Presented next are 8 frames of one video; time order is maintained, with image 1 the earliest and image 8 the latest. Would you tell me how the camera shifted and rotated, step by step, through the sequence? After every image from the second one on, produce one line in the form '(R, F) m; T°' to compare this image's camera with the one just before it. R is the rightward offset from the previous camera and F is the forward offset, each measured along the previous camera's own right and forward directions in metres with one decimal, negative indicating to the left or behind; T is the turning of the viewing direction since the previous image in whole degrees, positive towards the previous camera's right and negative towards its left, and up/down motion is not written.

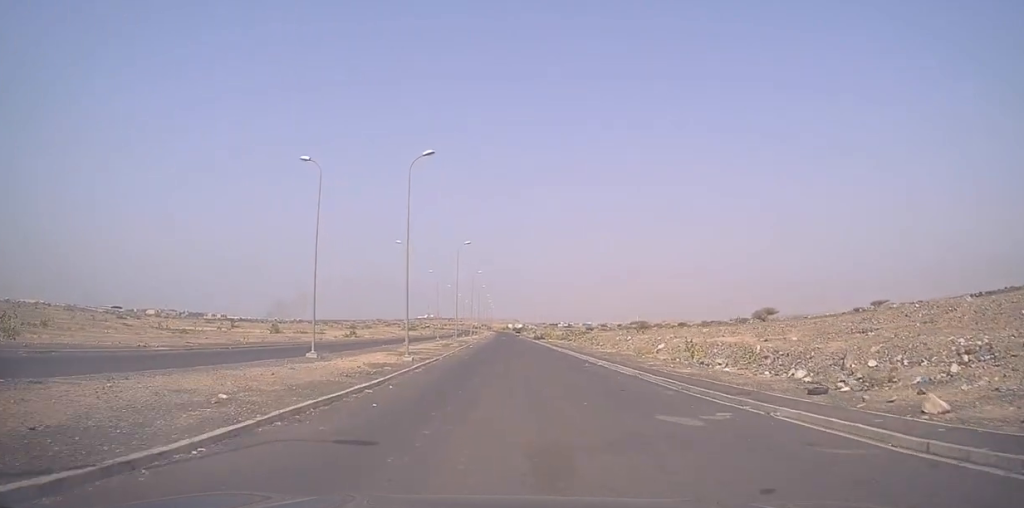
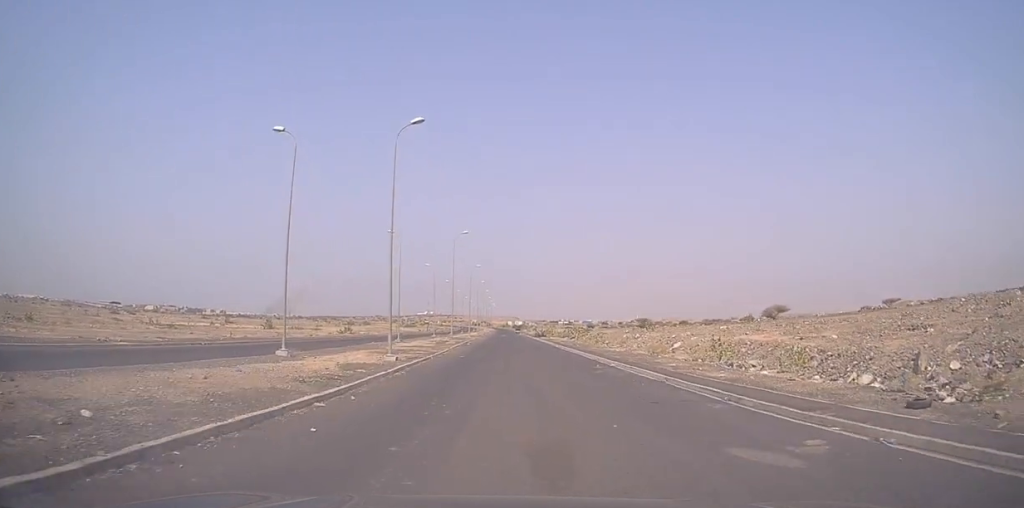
(+0.2, +4.2) m; -1°
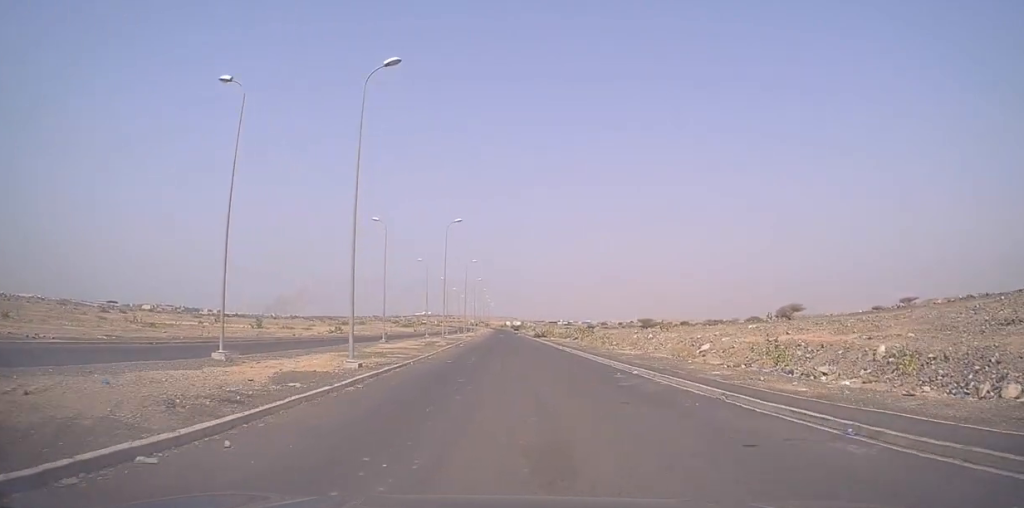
(-0.5, +6.2) m; 0°
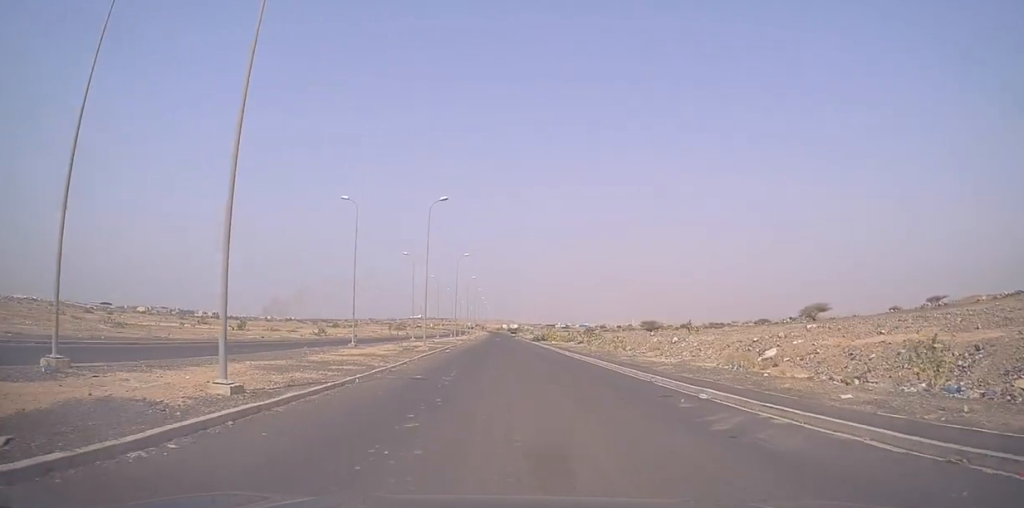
(+0.4, +9.1) m; +5°
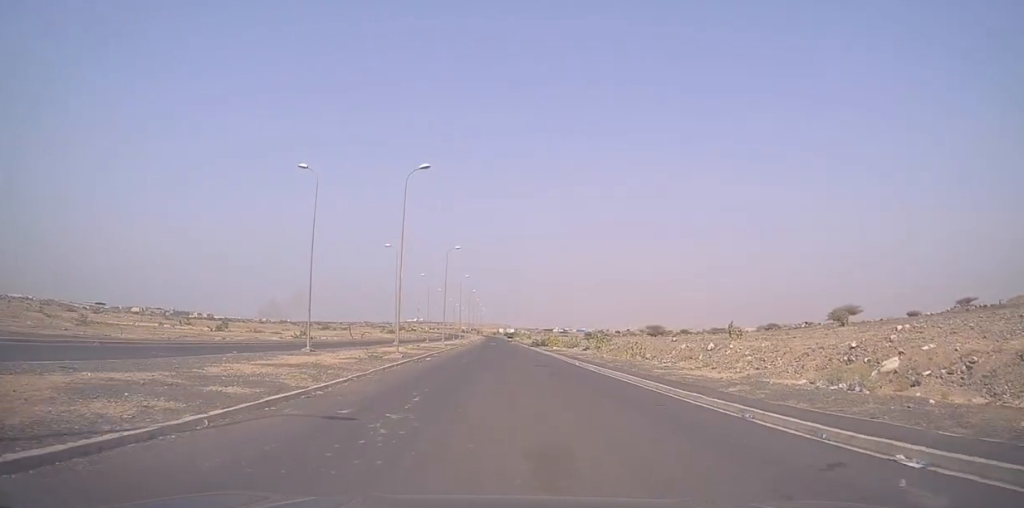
(+0.2, +9.0) m; -4°
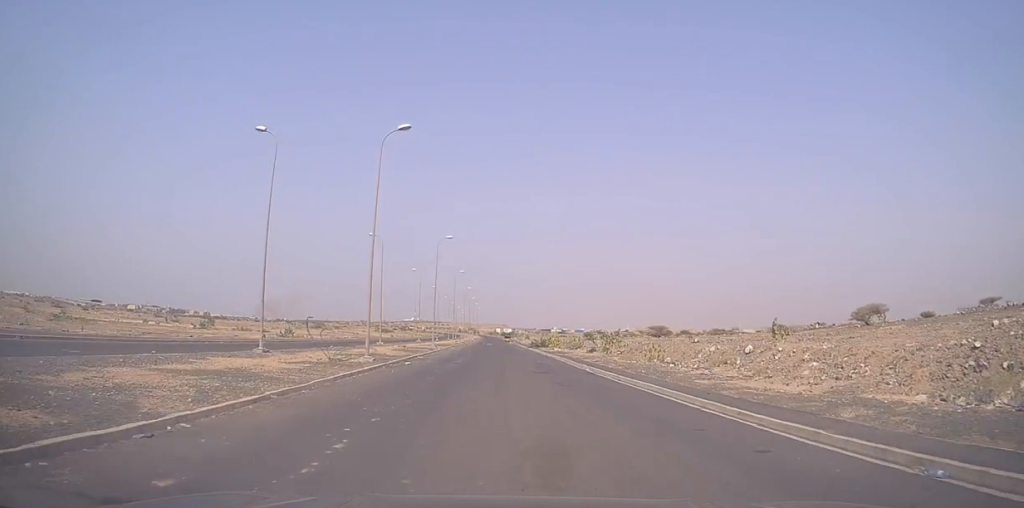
(-0.6, +6.4) m; -1°
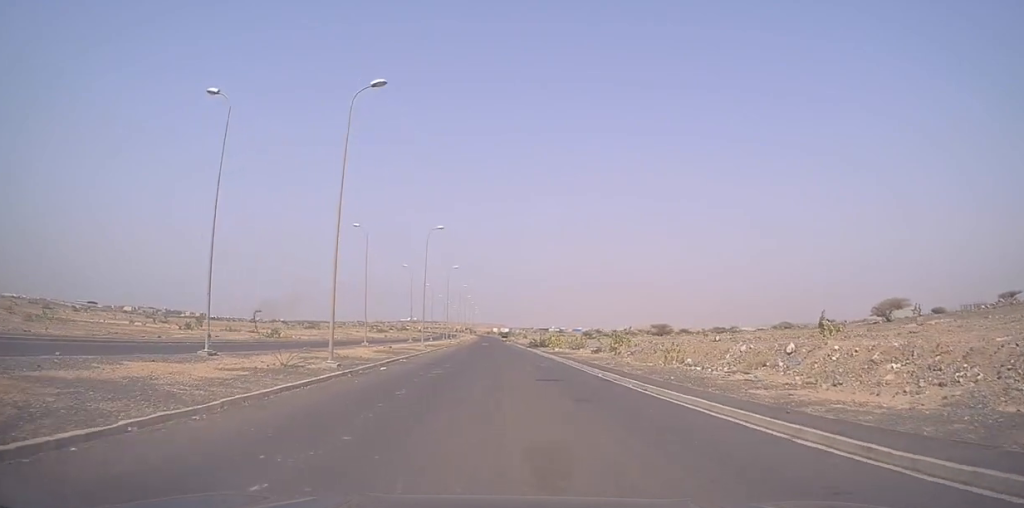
(+0.2, +5.1) m; +2°
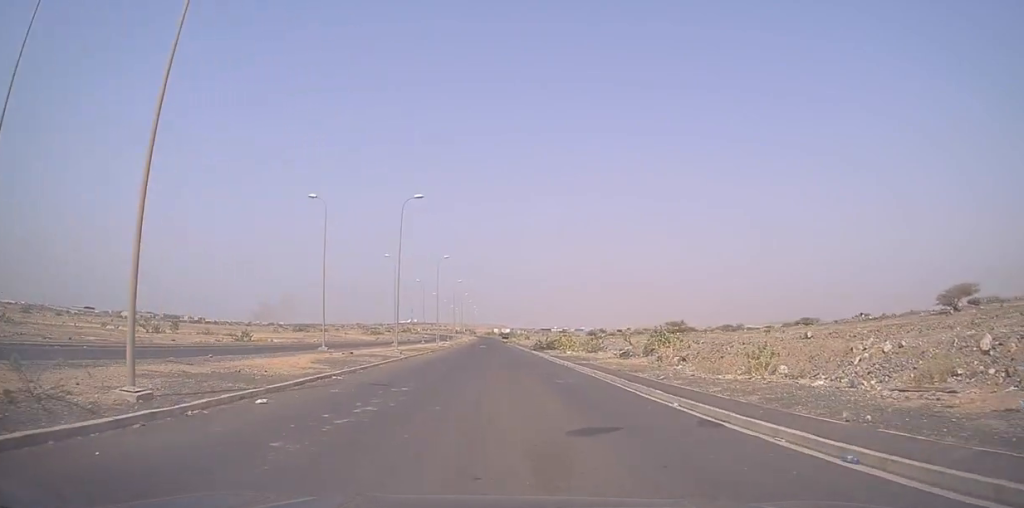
(+0.5, +12.0) m; +1°
